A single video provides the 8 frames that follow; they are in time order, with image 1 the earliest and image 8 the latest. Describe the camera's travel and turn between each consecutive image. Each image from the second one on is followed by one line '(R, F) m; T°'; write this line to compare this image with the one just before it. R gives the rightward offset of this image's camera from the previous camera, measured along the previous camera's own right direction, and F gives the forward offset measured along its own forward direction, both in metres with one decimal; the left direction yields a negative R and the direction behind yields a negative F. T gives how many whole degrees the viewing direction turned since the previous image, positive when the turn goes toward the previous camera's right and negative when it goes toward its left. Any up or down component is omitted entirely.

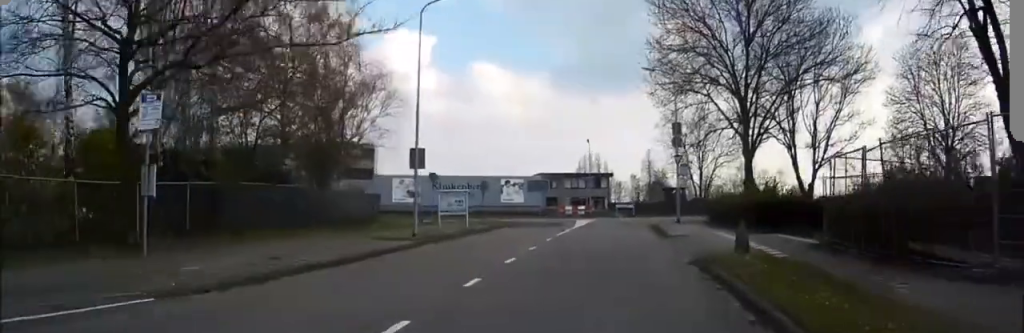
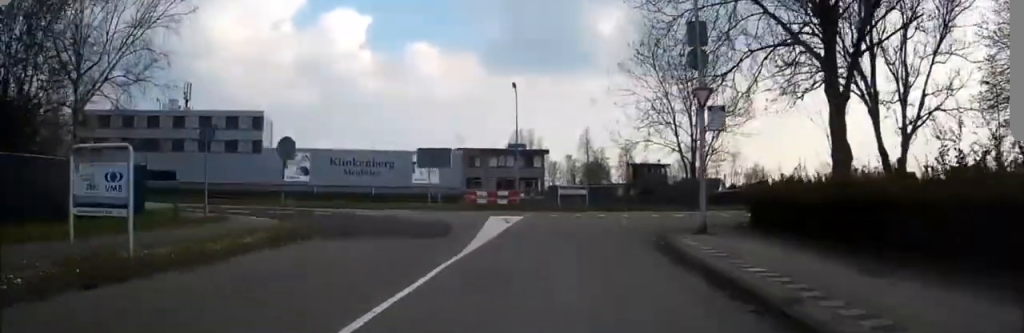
(+1.3, +21.2) m; +5°
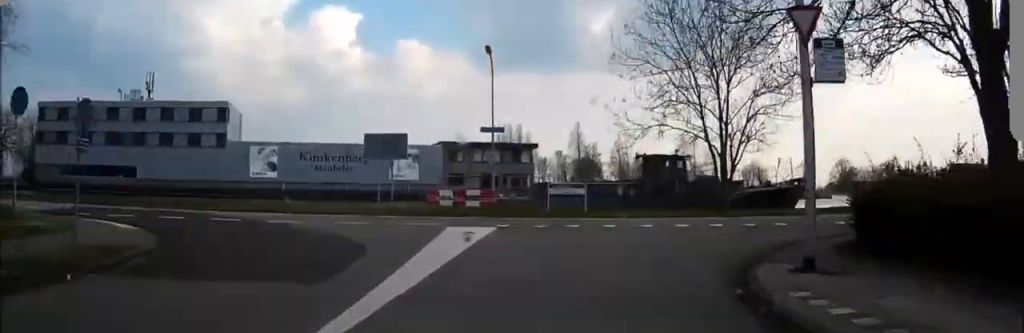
(+0.1, +8.7) m; 0°
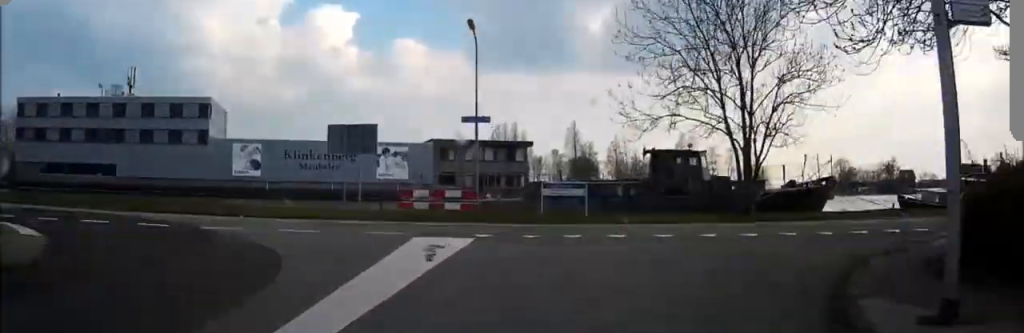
(0.0, +4.3) m; 0°
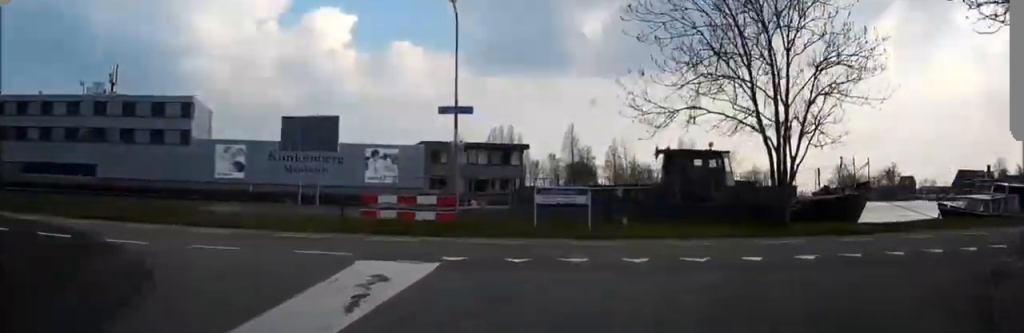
(0.0, +4.6) m; +1°
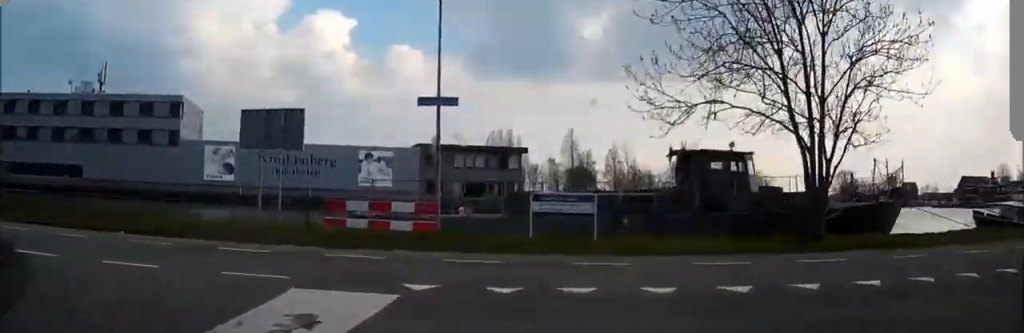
(+0.1, +3.1) m; 0°
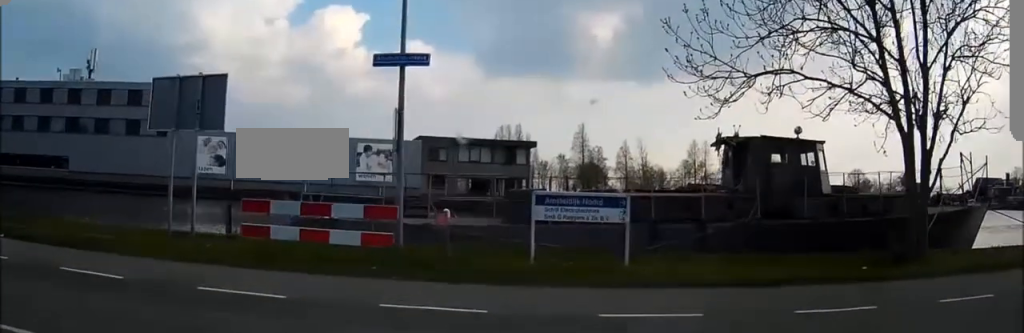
(-0.1, +7.0) m; -7°
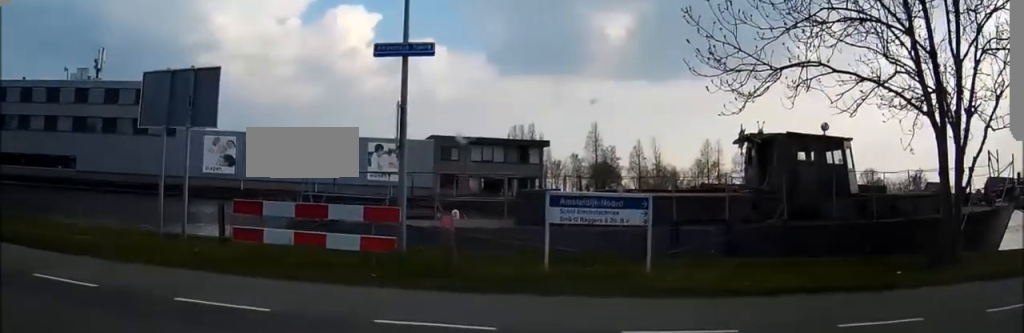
(0.0, +1.3) m; -5°
